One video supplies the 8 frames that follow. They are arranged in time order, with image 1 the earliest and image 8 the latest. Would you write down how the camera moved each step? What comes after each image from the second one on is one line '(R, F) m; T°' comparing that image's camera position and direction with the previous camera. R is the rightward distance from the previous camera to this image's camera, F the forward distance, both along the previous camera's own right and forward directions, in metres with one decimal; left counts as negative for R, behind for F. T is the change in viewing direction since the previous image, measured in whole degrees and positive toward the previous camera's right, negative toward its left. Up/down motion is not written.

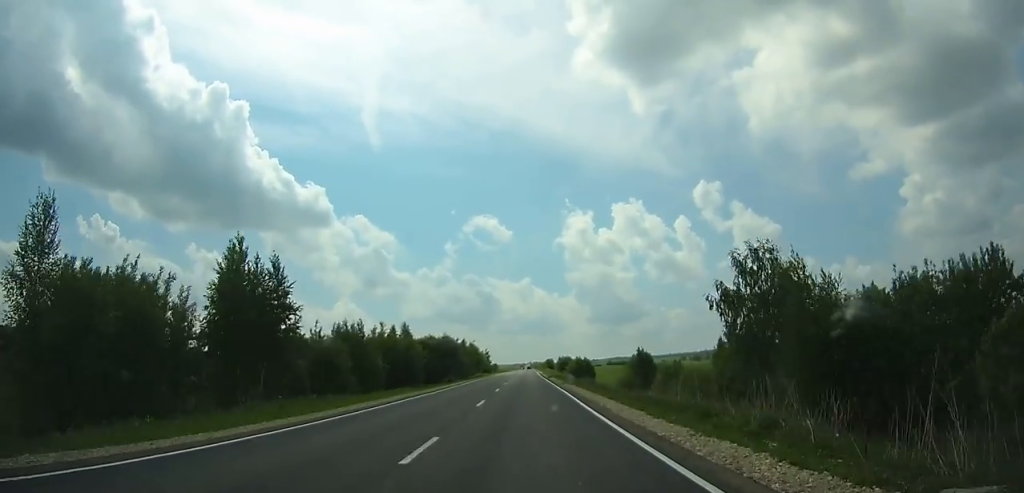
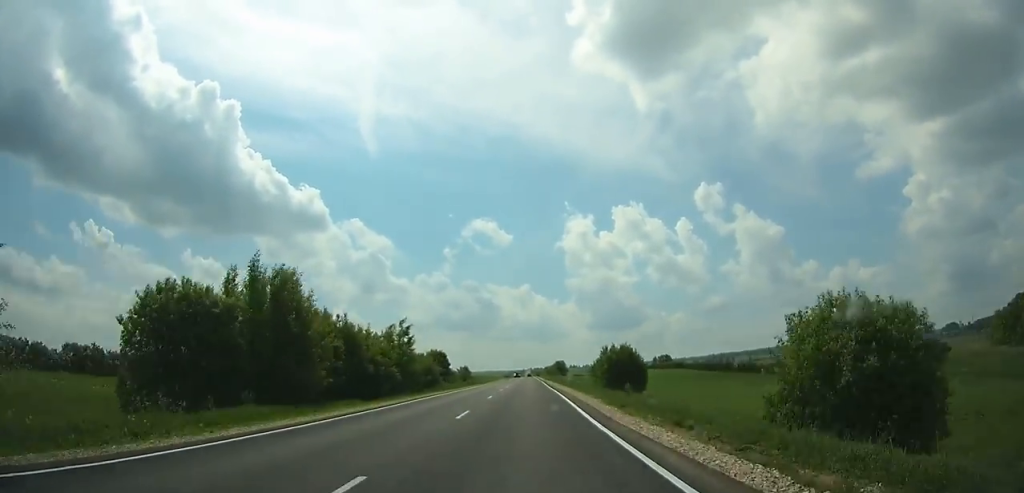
(0.0, +98.9) m; 0°
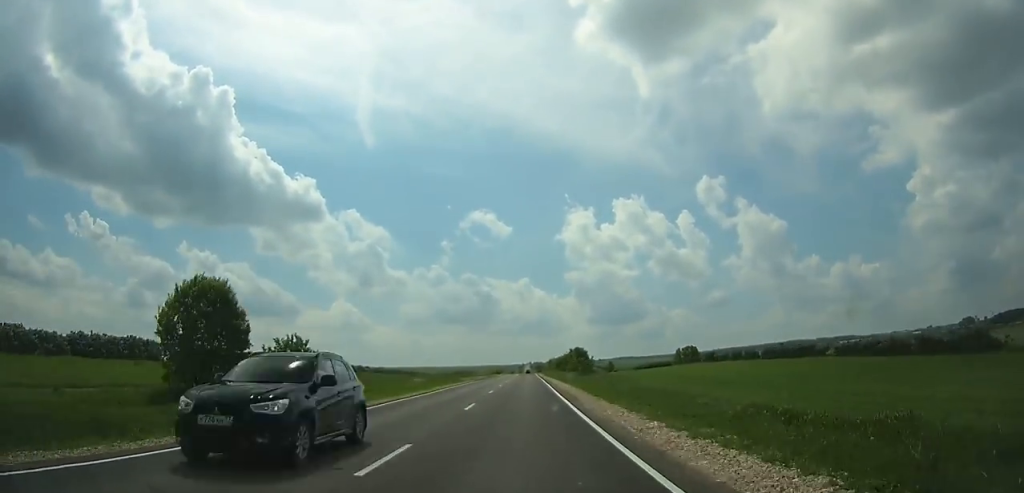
(0.0, +79.1) m; 0°
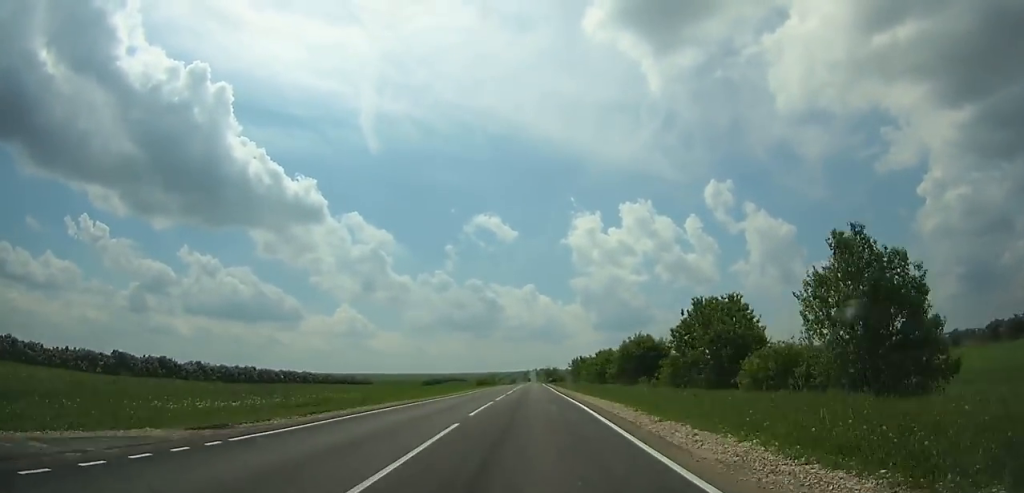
(+0.1, +97.3) m; 0°
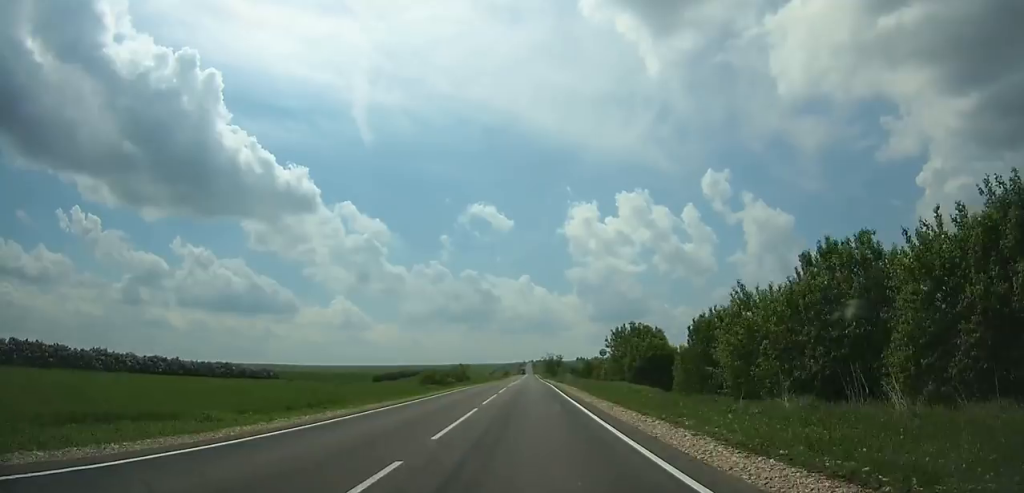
(+0.1, +67.1) m; 0°
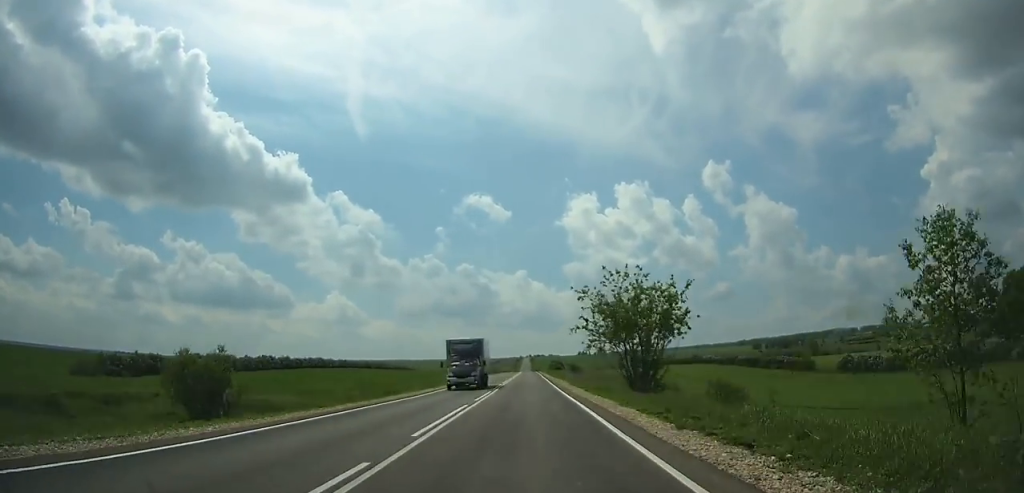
(-0.3, +140.5) m; 0°
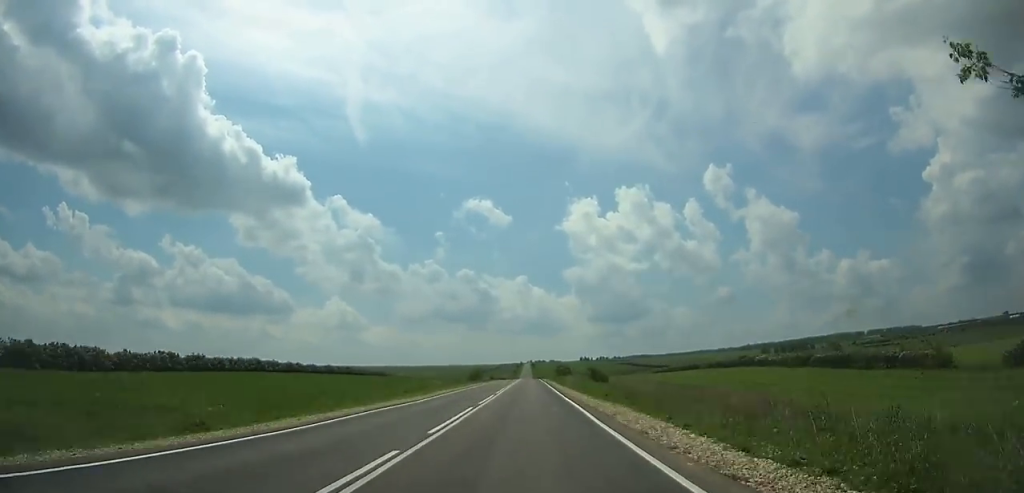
(0.0, +35.3) m; 0°
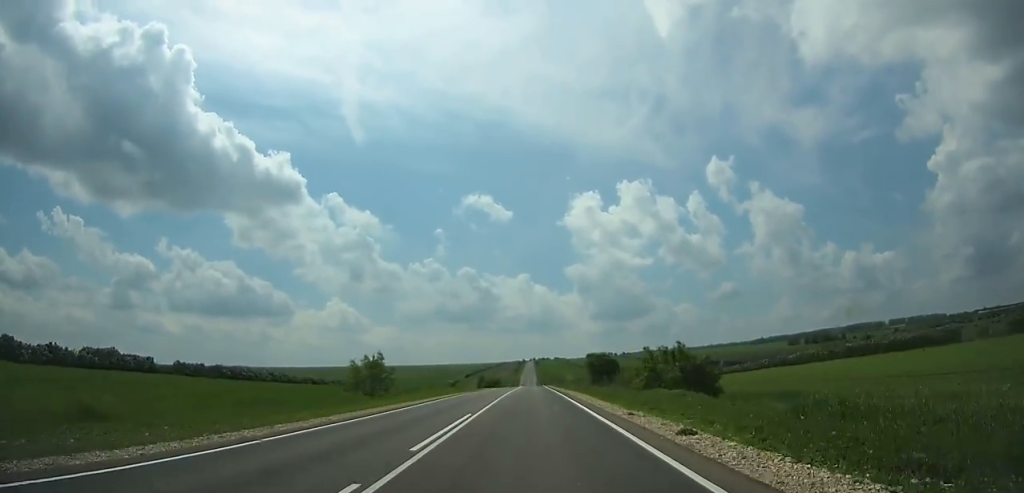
(0.0, +99.2) m; 0°
